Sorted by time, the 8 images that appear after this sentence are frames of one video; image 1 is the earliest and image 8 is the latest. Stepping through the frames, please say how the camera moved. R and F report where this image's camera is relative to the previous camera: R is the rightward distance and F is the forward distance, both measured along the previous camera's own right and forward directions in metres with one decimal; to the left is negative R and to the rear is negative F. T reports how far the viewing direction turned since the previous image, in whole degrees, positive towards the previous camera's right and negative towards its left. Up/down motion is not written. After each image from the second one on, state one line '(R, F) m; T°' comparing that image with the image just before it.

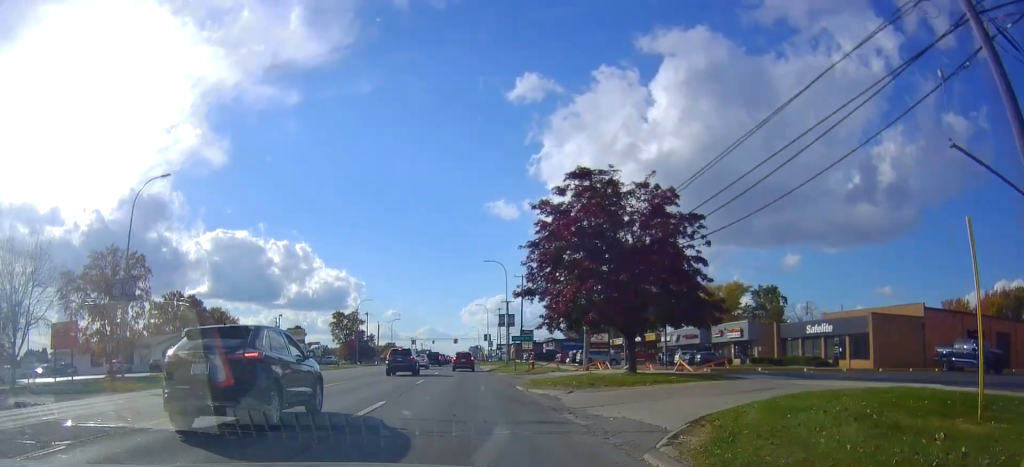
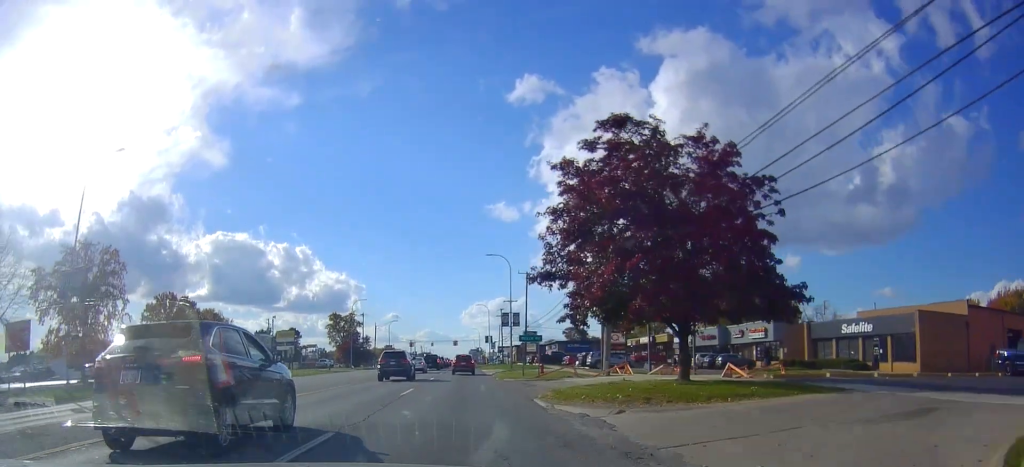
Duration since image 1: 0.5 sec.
(0.0, +5.9) m; 0°
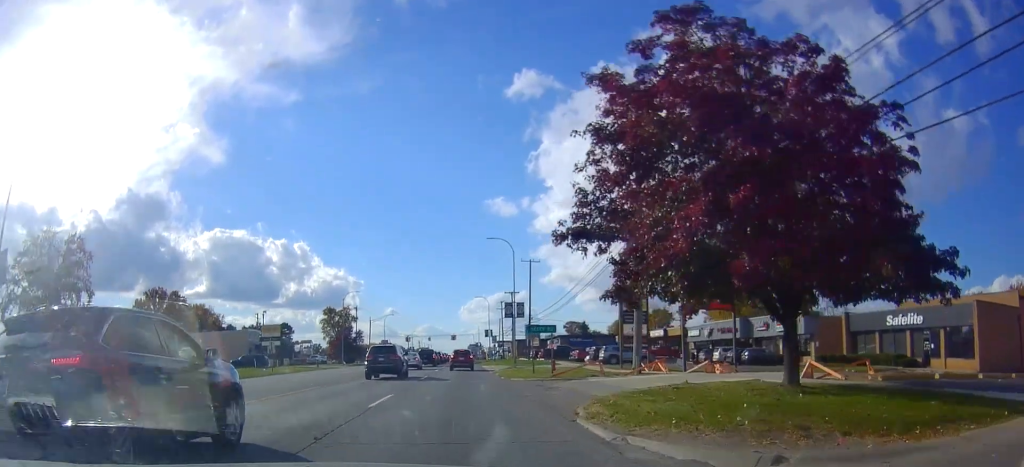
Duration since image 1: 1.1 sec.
(0.0, +6.6) m; 0°
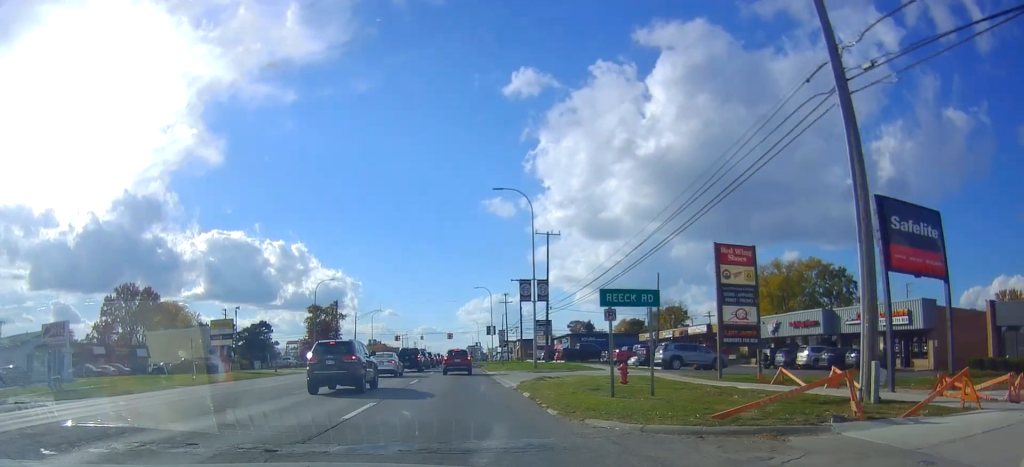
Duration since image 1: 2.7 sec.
(0.0, +17.9) m; 0°
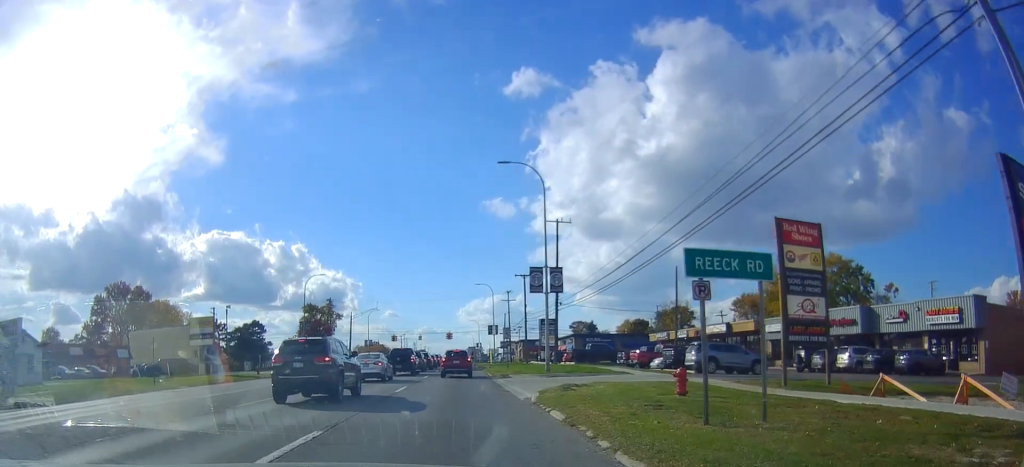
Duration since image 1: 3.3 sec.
(0.0, +6.1) m; -2°
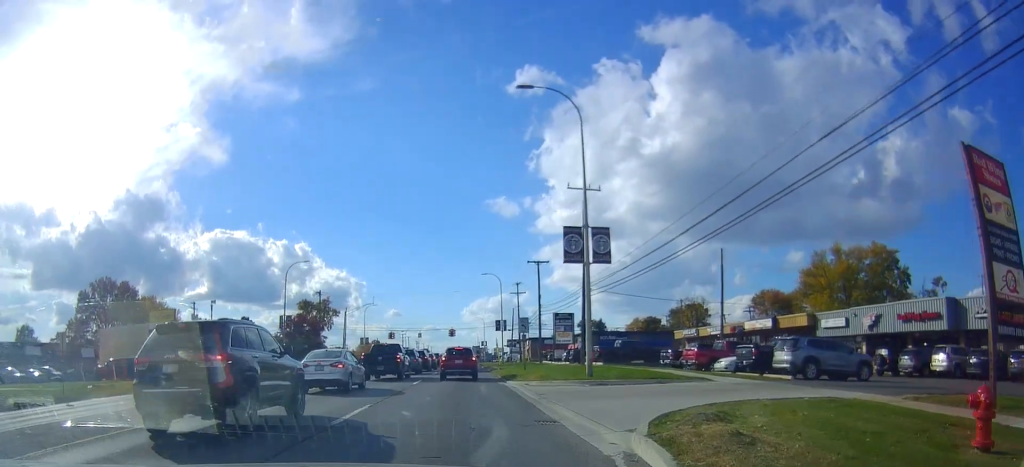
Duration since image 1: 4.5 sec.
(-0.6, +11.0) m; -1°
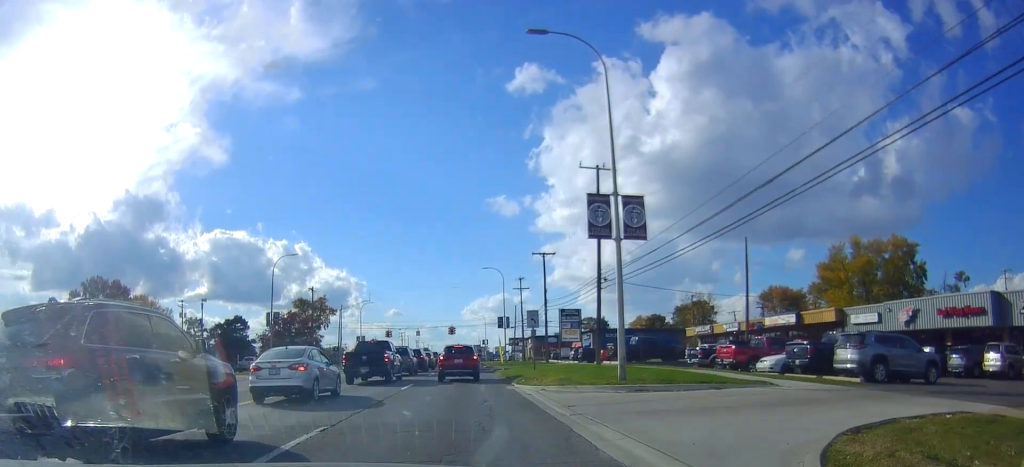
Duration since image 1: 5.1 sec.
(+0.2, +5.0) m; +2°
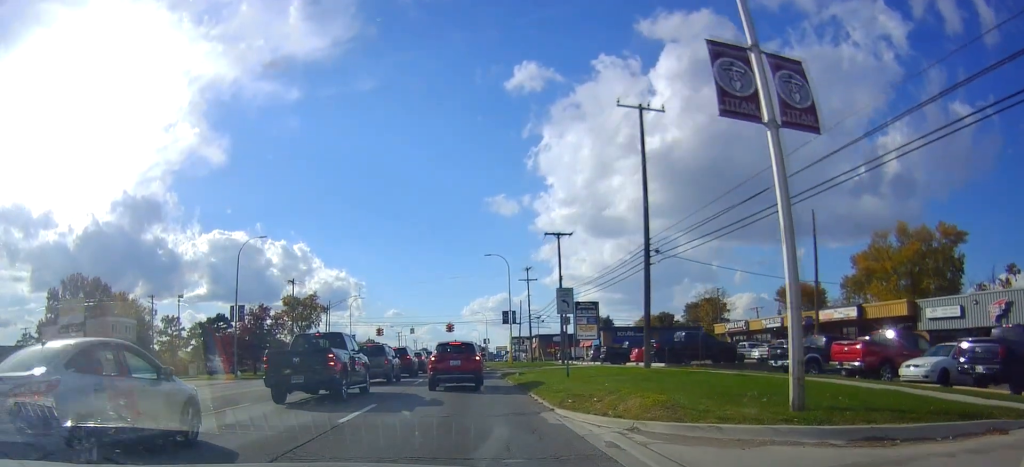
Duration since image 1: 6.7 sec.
(+0.3, +11.3) m; +2°
